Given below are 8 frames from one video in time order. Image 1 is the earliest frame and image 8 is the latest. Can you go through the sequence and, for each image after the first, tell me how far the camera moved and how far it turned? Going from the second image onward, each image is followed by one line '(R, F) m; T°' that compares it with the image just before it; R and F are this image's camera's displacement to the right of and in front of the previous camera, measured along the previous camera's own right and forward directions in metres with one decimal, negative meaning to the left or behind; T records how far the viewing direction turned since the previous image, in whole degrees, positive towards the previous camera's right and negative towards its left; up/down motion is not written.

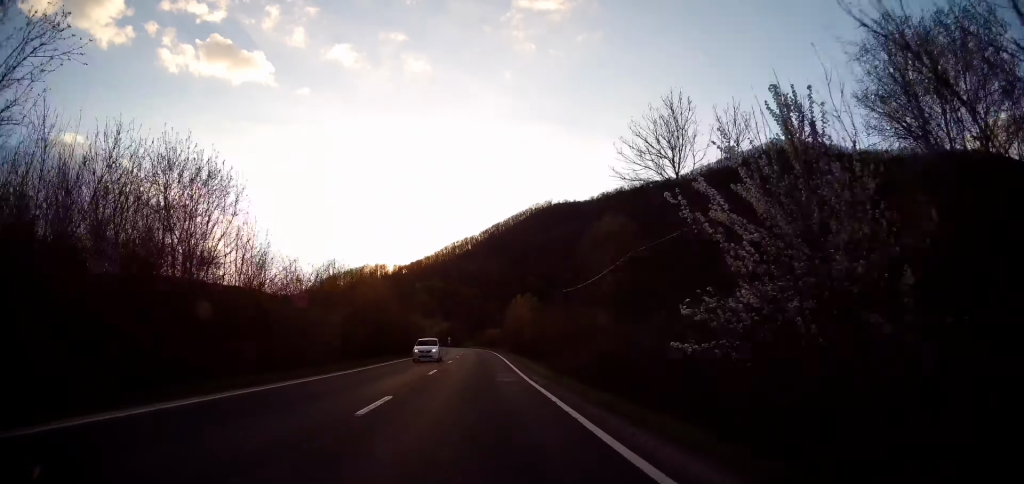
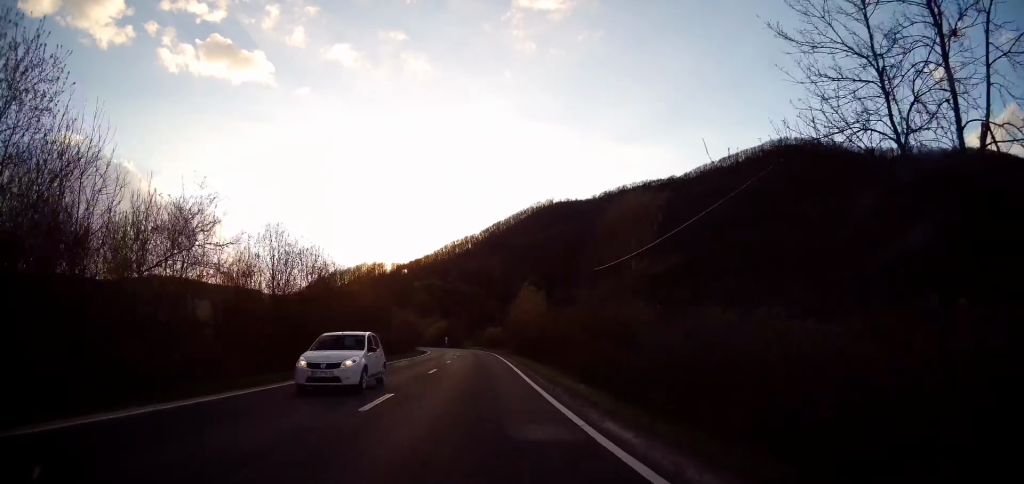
(0.0, +11.2) m; 0°
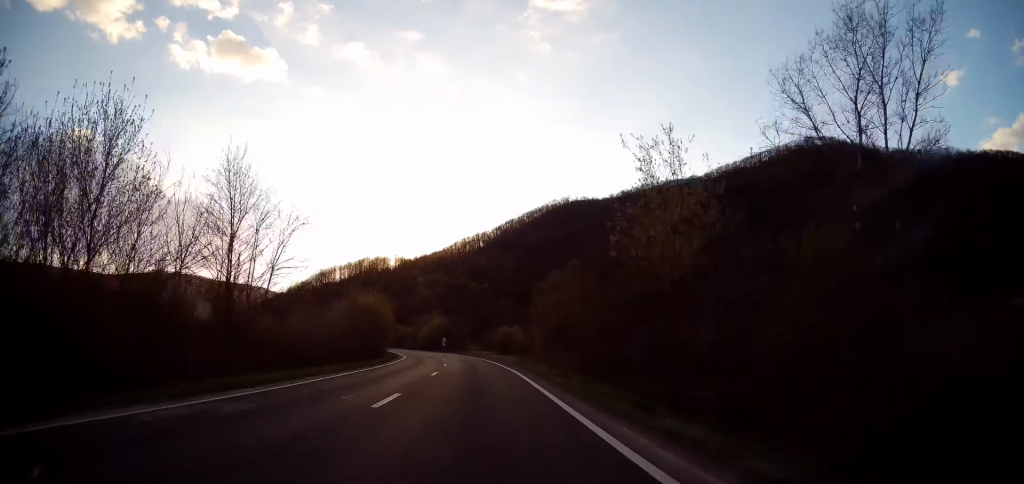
(+0.1, +34.9) m; 0°
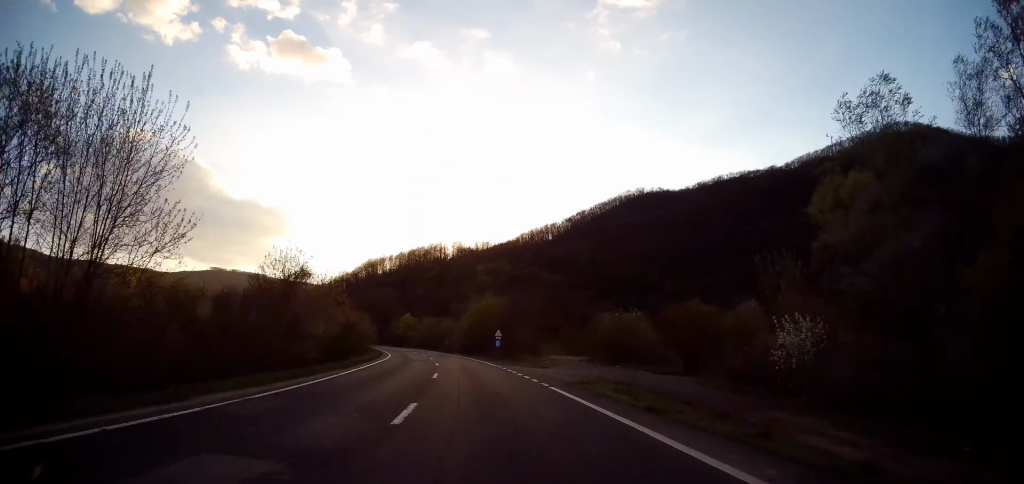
(-1.0, +49.0) m; -4°
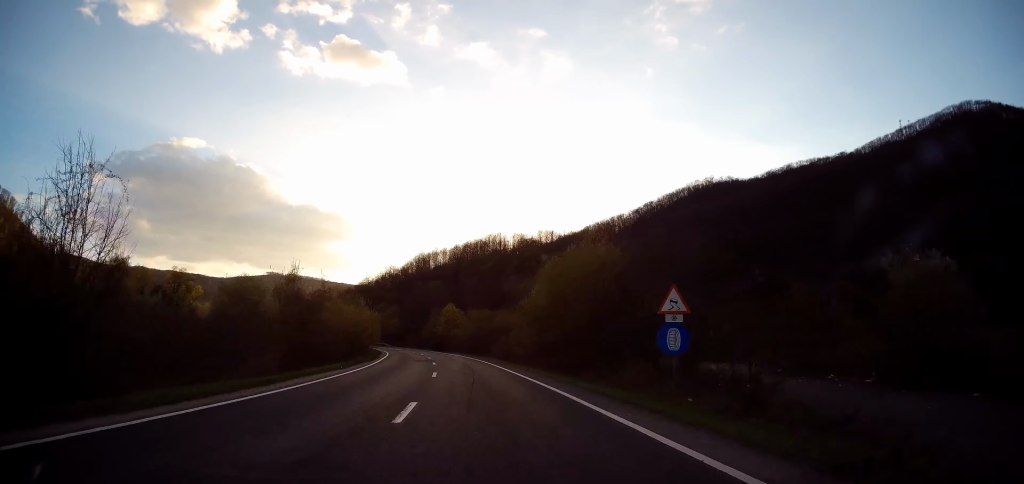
(-2.1, +34.0) m; -6°
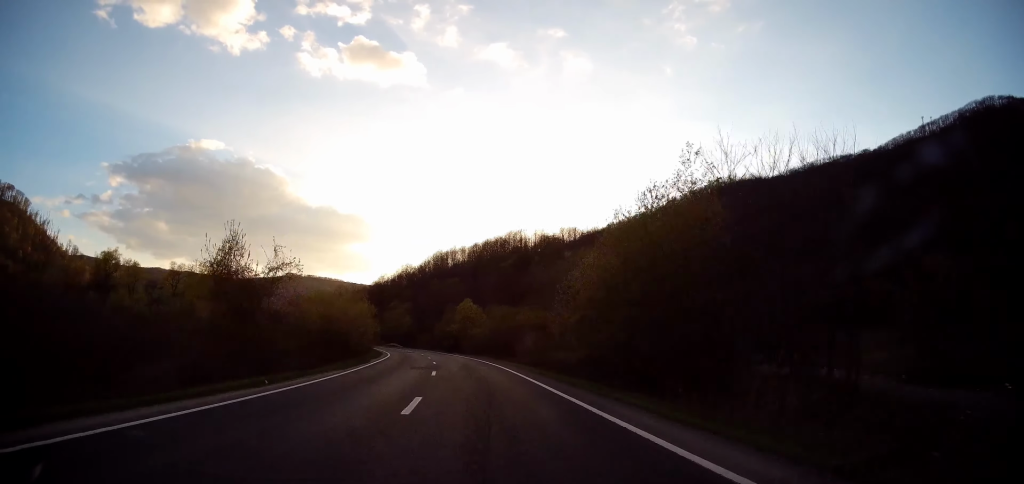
(-0.1, +10.5) m; -2°
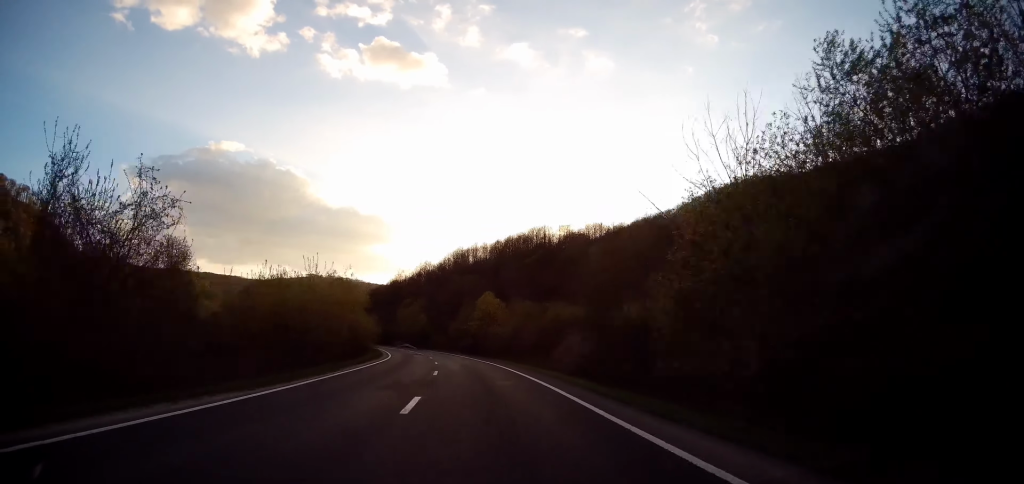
(+0.2, +11.3) m; -2°
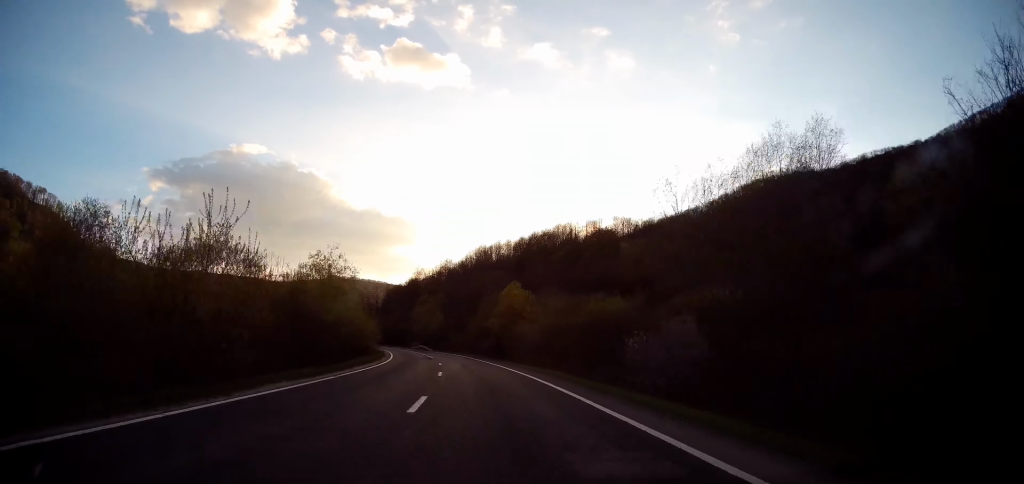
(-0.6, +11.5) m; -2°
